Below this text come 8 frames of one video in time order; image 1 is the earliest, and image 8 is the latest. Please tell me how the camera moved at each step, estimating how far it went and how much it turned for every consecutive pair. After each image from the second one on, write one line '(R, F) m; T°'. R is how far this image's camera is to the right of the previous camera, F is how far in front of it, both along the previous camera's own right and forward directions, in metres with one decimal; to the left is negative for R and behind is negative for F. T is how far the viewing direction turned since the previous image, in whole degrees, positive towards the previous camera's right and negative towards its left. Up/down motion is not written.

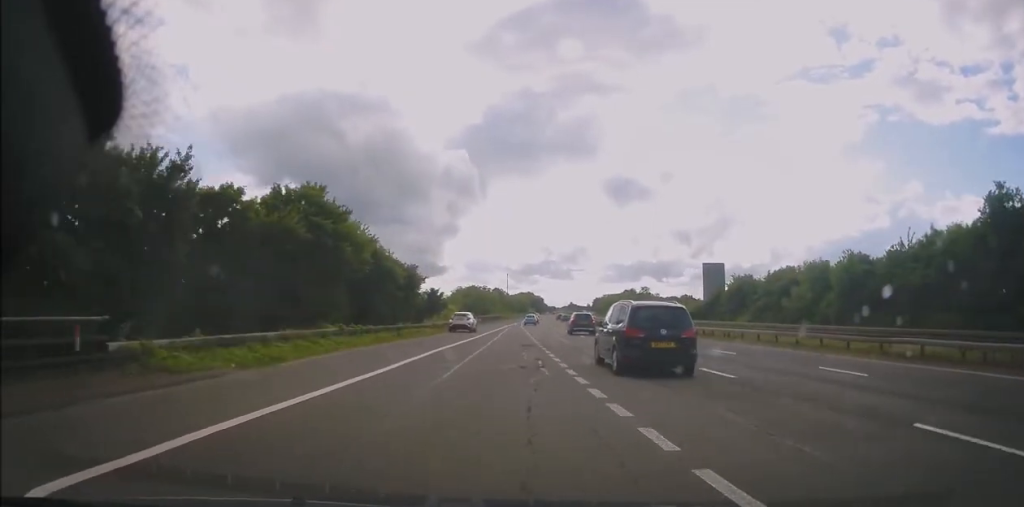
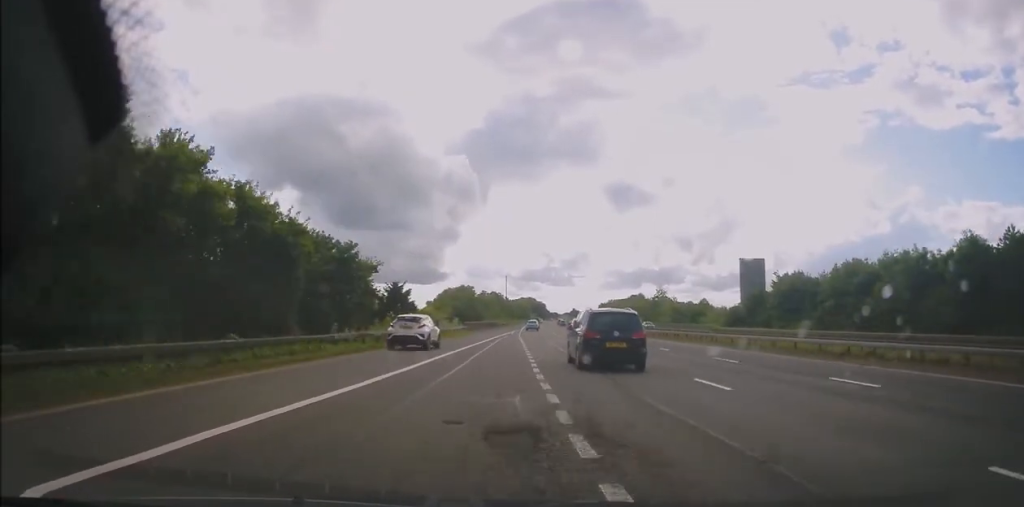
(+0.2, +20.1) m; +1°
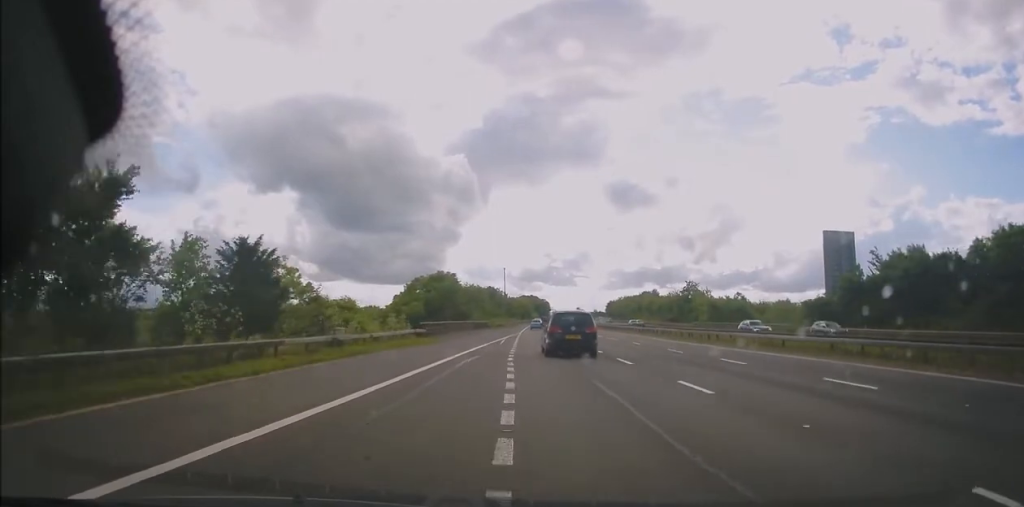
(-0.1, +28.3) m; 0°
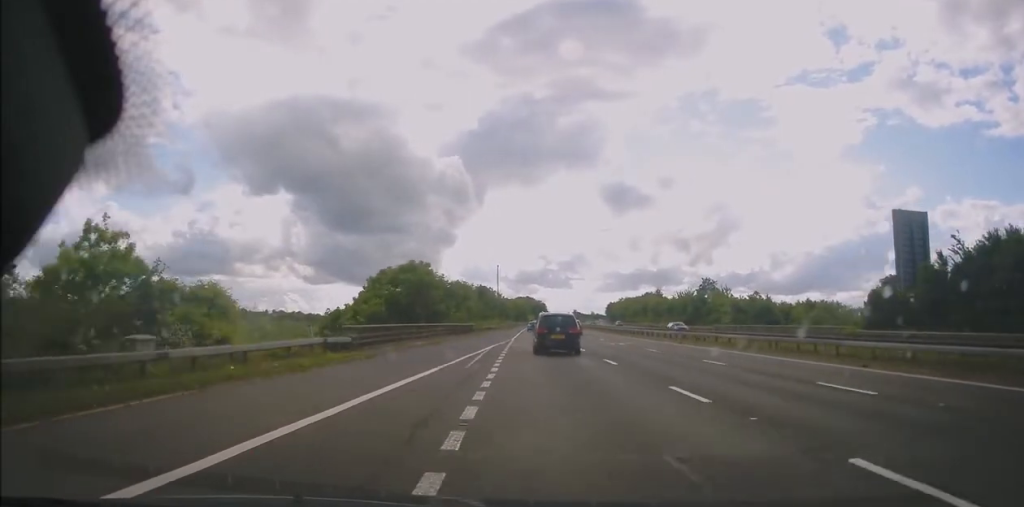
(+0.3, +15.6) m; 0°
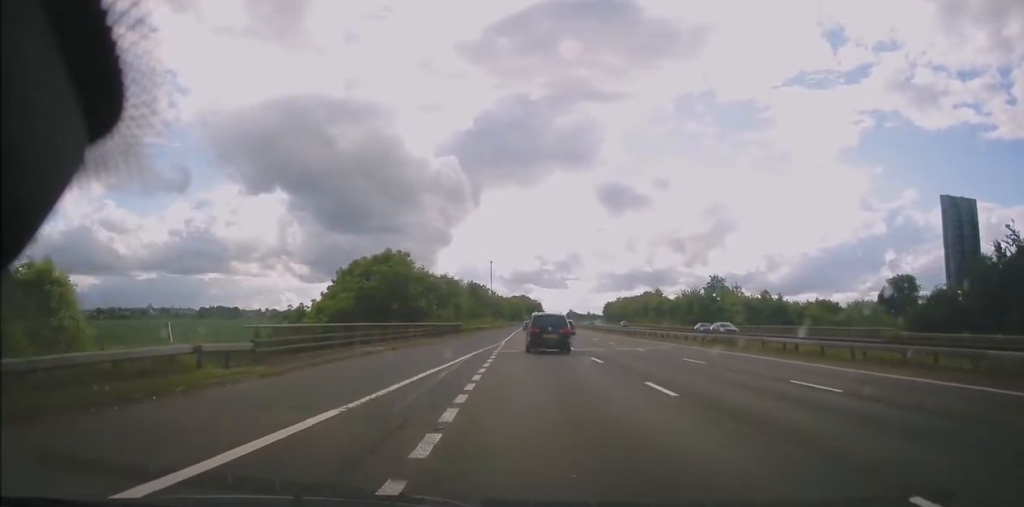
(0.0, +8.2) m; 0°
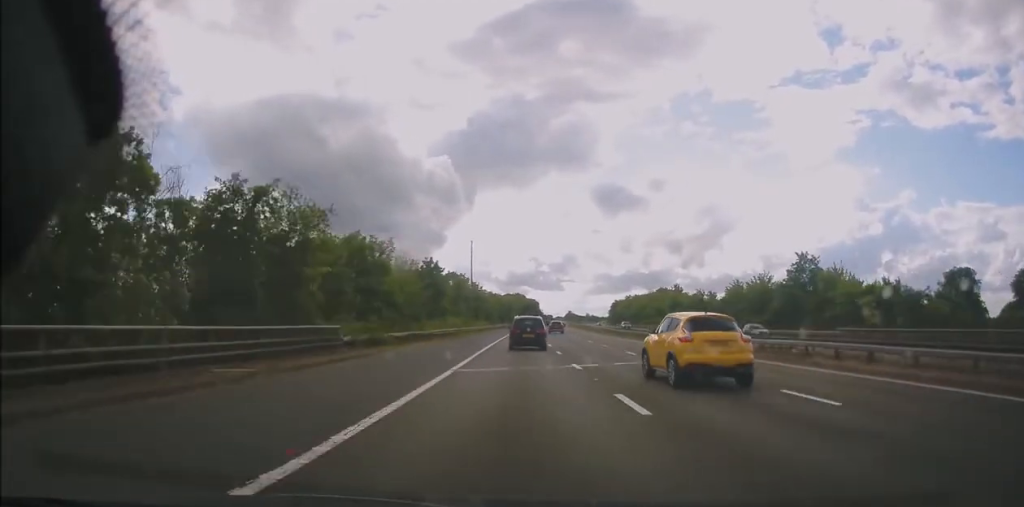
(-0.1, +38.9) m; 0°
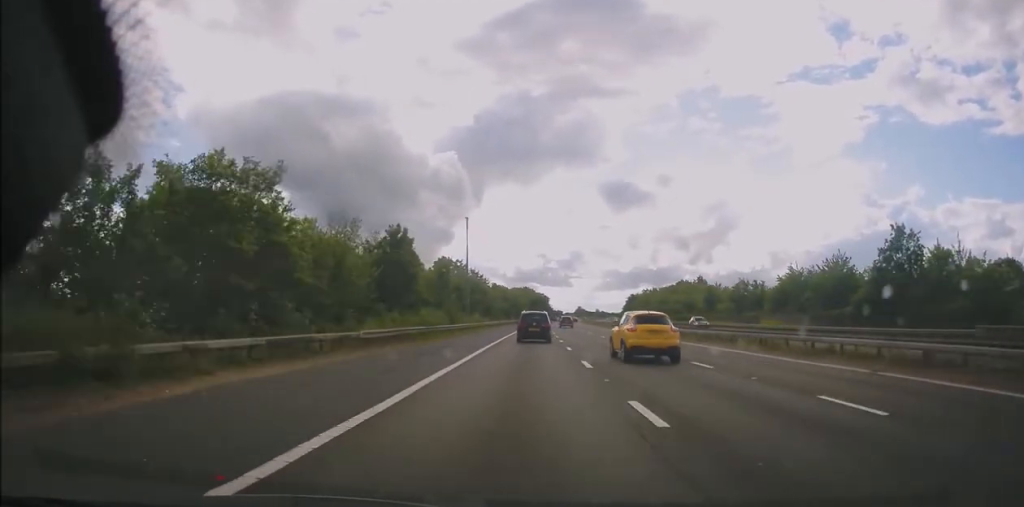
(-0.3, +19.5) m; 0°
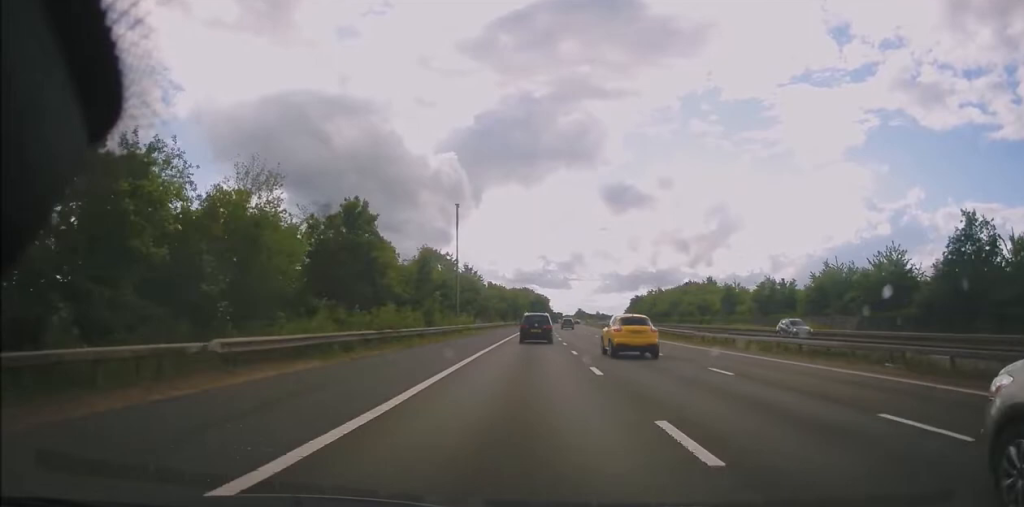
(+0.2, +11.1) m; +1°
